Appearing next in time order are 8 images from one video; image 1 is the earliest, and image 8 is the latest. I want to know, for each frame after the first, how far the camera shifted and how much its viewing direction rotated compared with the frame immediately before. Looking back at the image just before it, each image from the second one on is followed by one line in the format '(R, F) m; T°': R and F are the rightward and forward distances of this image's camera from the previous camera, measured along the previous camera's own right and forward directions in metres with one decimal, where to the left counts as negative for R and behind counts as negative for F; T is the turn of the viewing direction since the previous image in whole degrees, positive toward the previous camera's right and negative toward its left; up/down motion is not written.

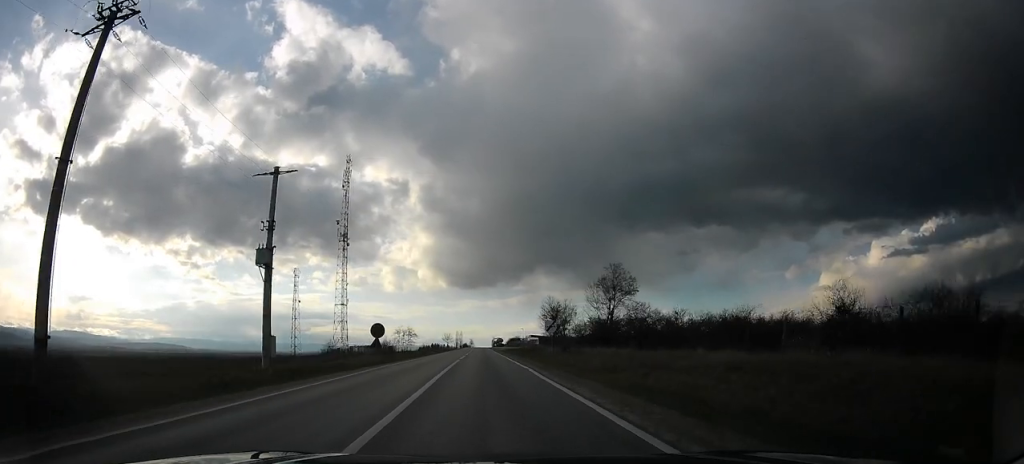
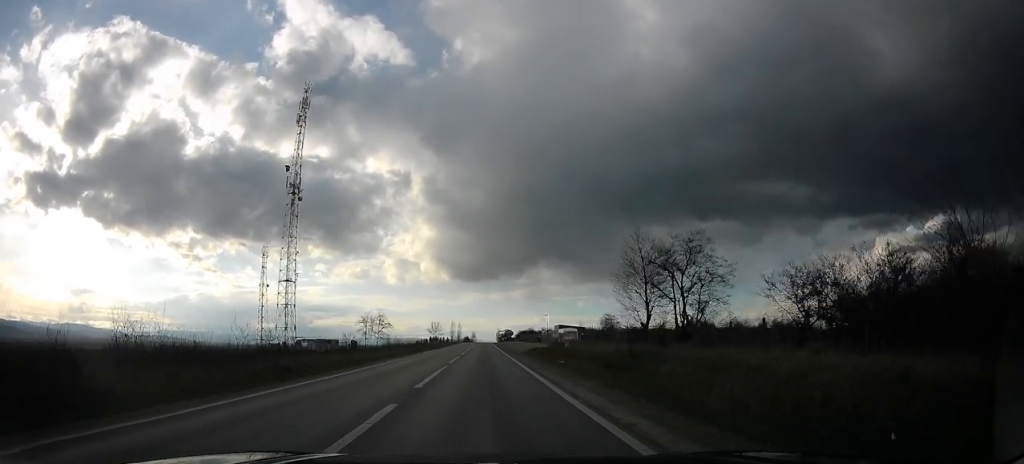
(+0.2, +46.7) m; 0°
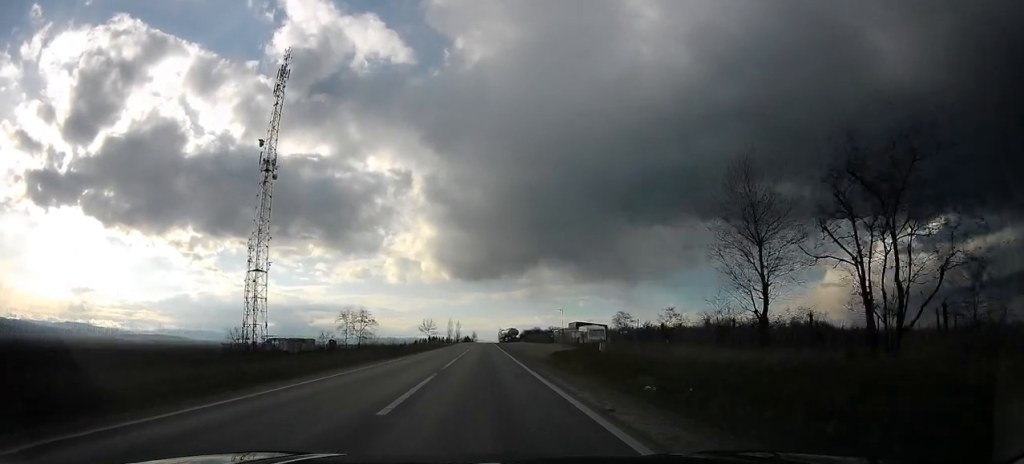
(0.0, +16.0) m; 0°
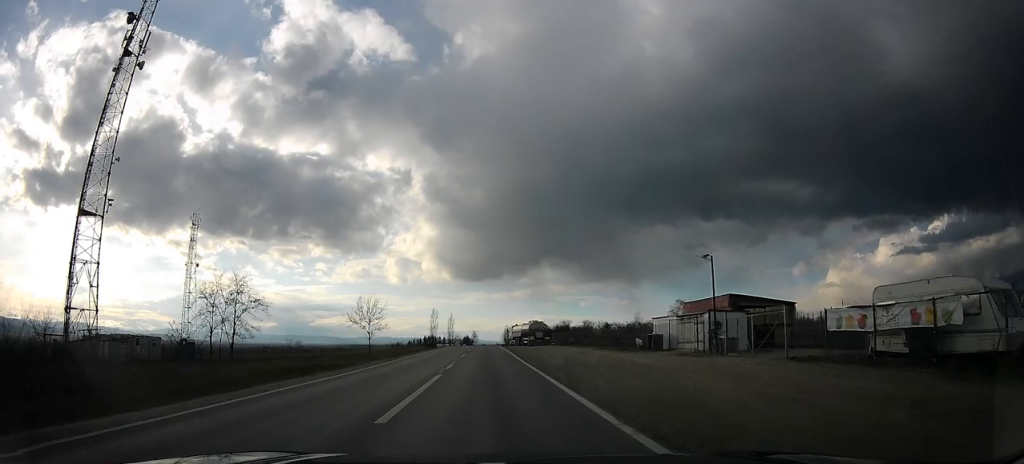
(-0.4, +48.3) m; -2°
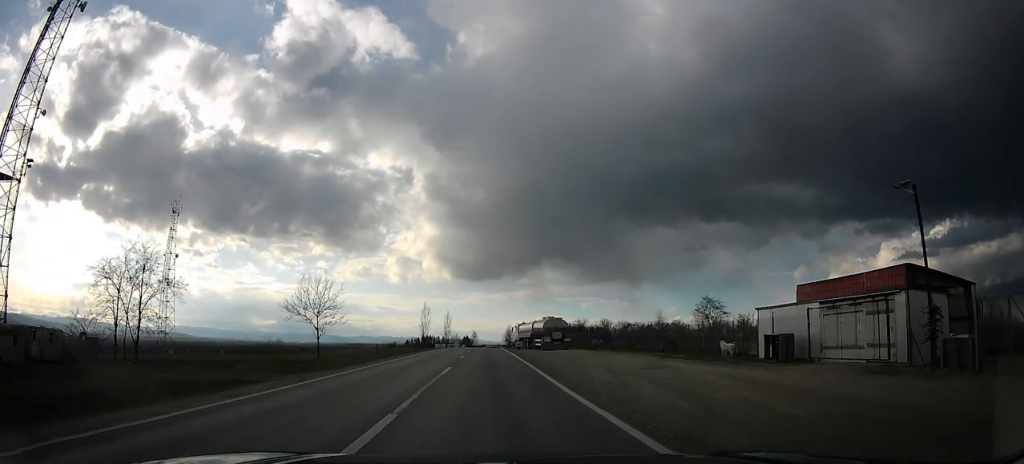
(+0.1, +14.2) m; -2°
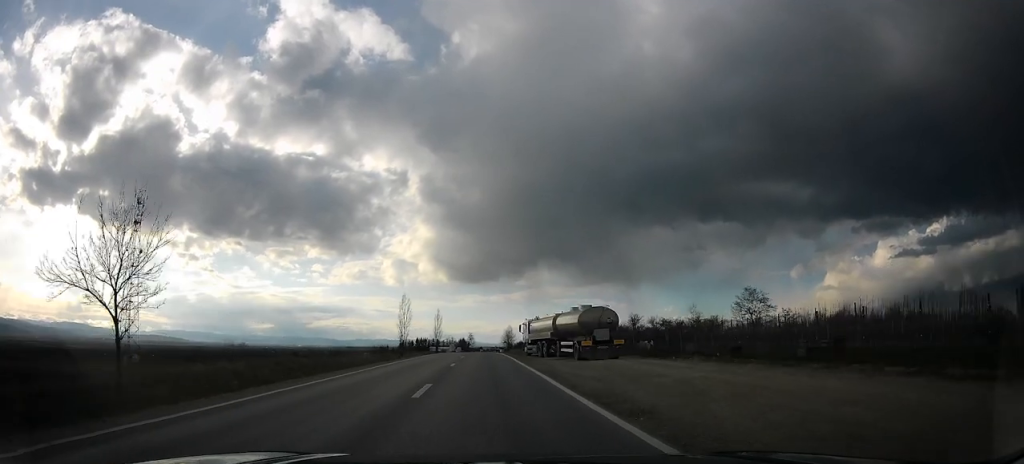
(-0.5, +18.1) m; 0°
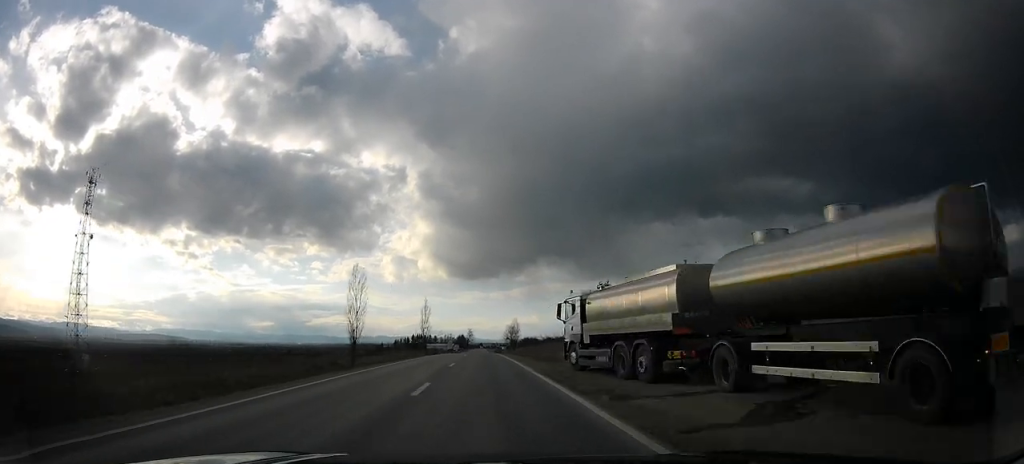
(-0.5, +23.0) m; +1°
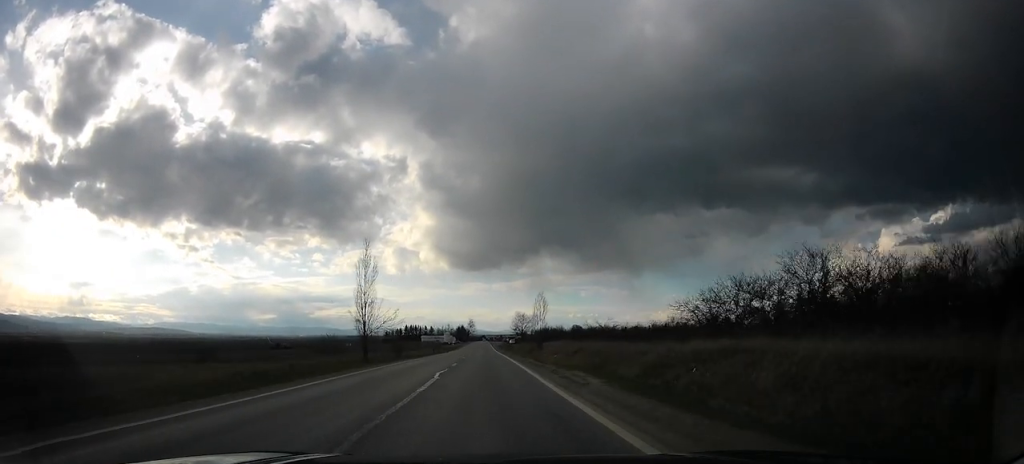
(+1.9, +44.8) m; +2°
